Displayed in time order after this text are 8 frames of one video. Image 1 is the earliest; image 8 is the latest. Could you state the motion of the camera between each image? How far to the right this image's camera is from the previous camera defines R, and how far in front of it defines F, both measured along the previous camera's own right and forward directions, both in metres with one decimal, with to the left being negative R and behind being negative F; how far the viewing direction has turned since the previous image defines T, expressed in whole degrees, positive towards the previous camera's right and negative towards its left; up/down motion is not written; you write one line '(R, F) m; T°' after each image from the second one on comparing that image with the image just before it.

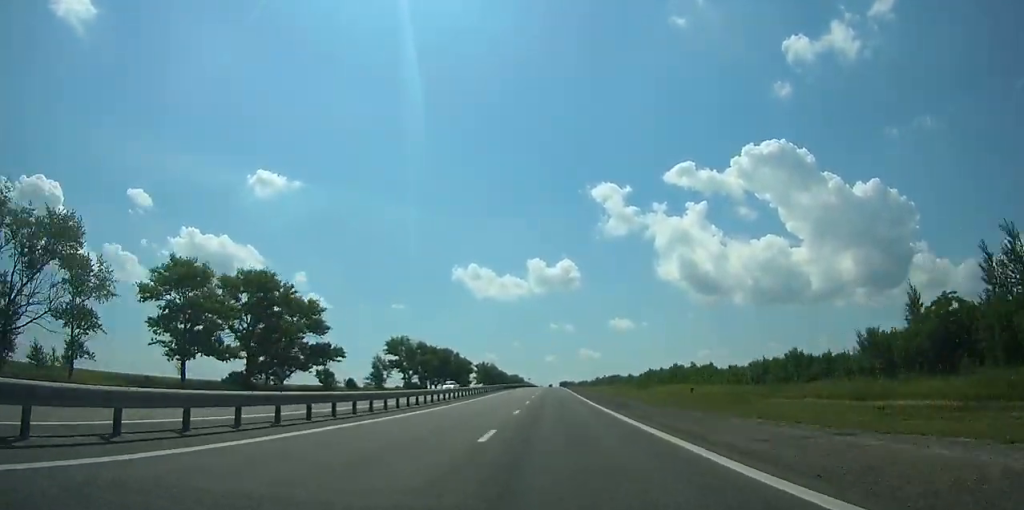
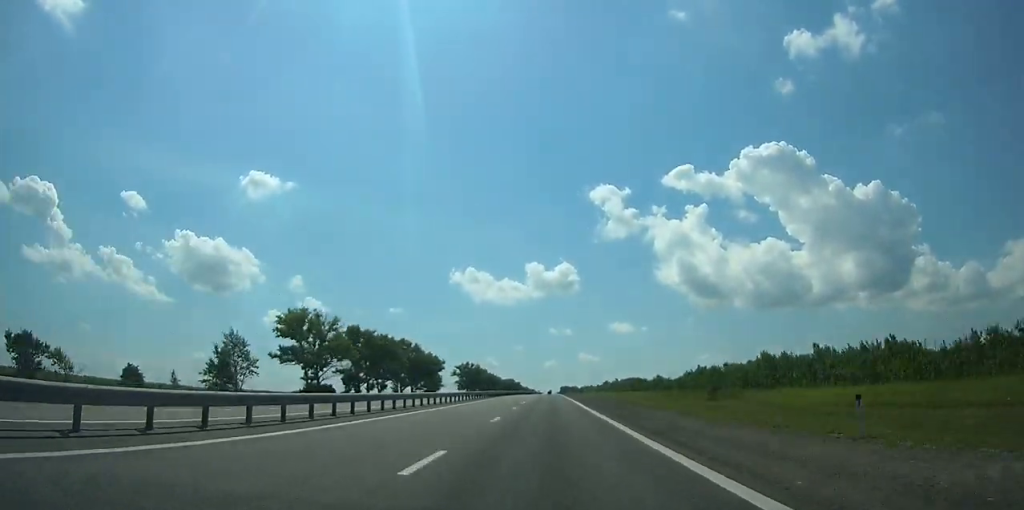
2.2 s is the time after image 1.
(+0.1, +65.6) m; 0°
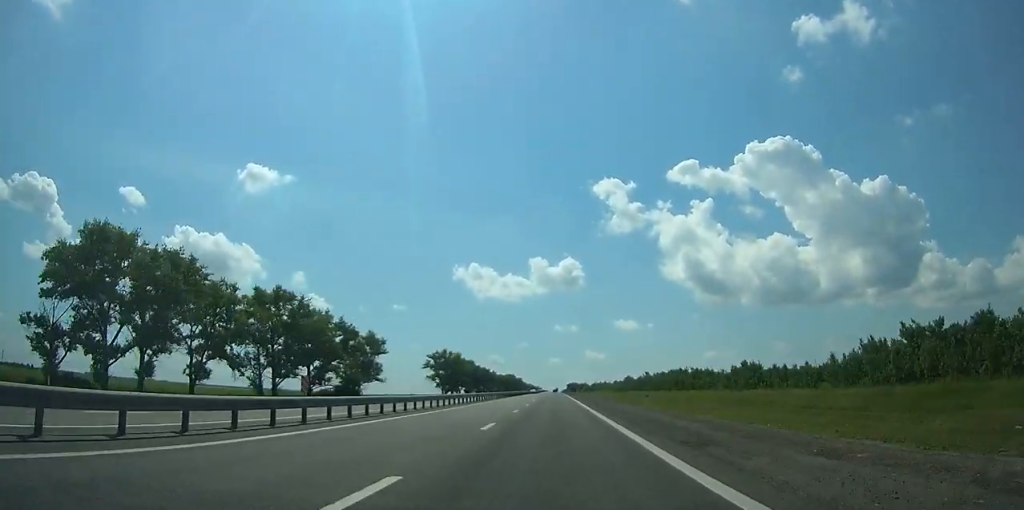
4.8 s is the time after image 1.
(0.0, +76.6) m; 0°
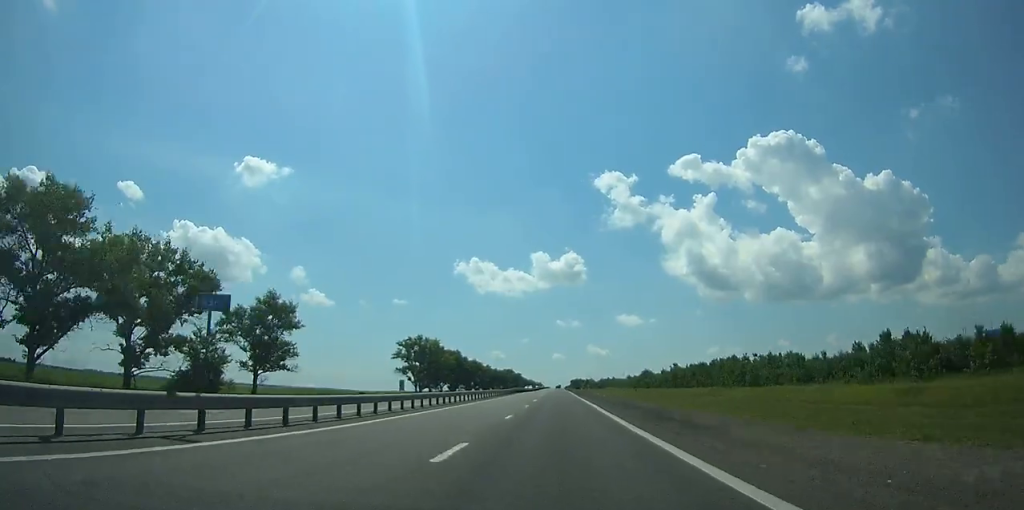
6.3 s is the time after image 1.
(0.0, +43.5) m; 0°
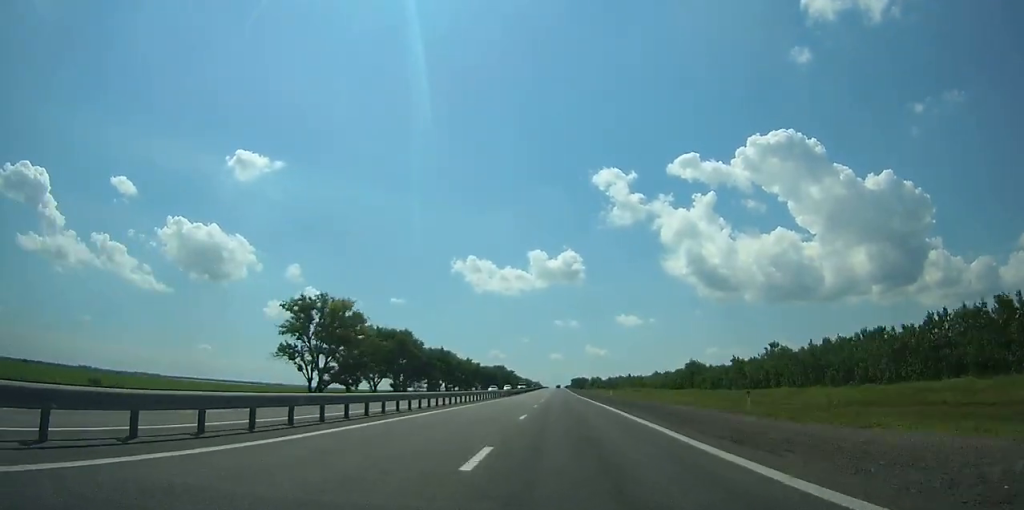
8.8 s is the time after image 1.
(-0.1, +70.1) m; 0°
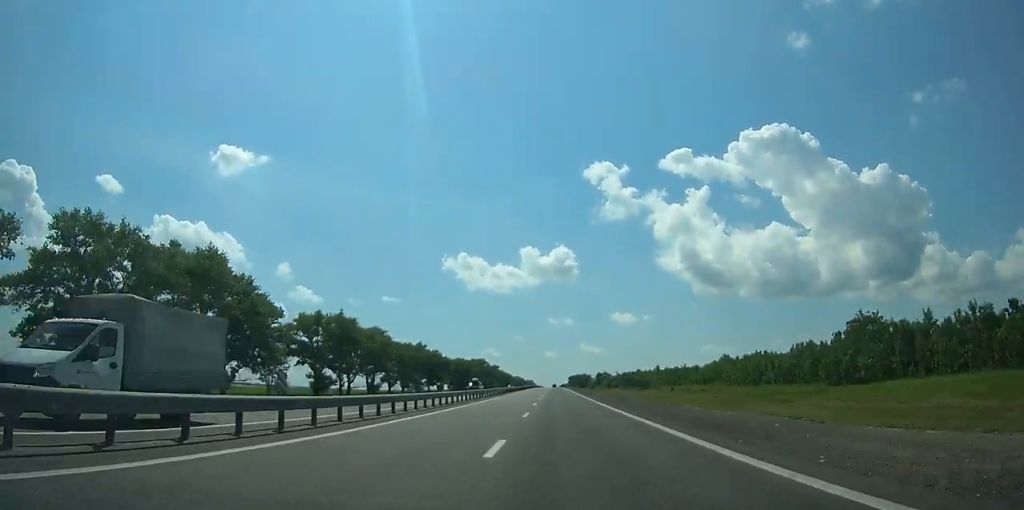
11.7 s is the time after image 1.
(+0.2, +79.9) m; 0°
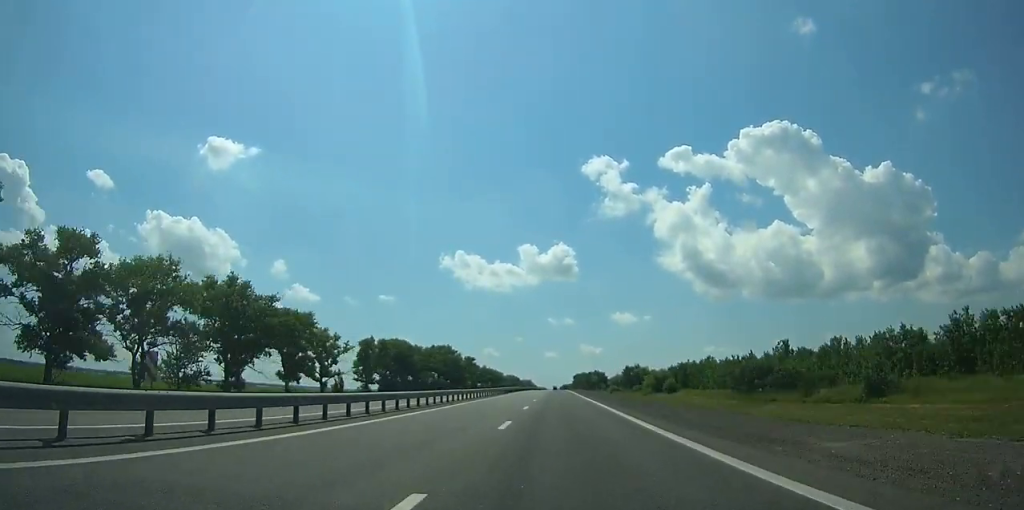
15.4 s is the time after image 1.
(+0.1, +104.7) m; 0°
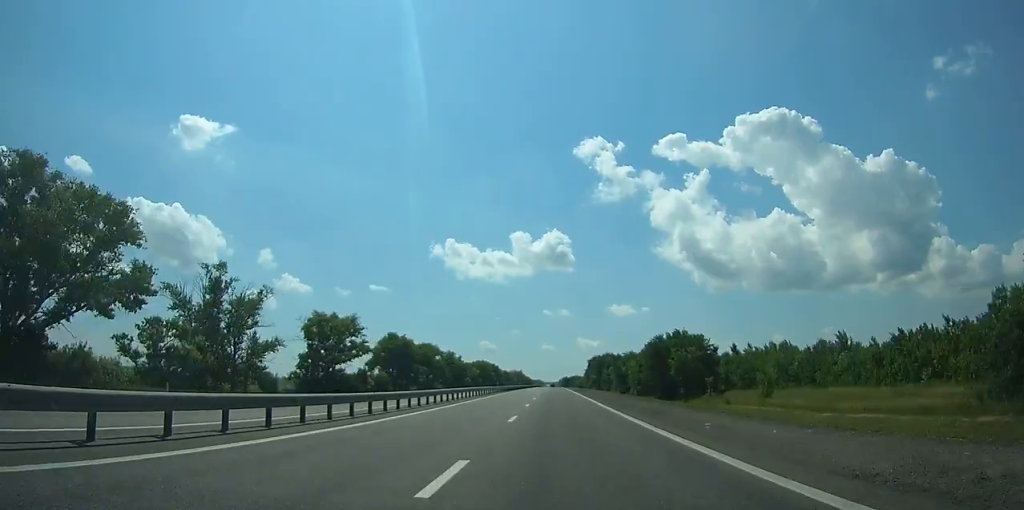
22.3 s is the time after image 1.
(-0.3, +189.8) m; 0°
